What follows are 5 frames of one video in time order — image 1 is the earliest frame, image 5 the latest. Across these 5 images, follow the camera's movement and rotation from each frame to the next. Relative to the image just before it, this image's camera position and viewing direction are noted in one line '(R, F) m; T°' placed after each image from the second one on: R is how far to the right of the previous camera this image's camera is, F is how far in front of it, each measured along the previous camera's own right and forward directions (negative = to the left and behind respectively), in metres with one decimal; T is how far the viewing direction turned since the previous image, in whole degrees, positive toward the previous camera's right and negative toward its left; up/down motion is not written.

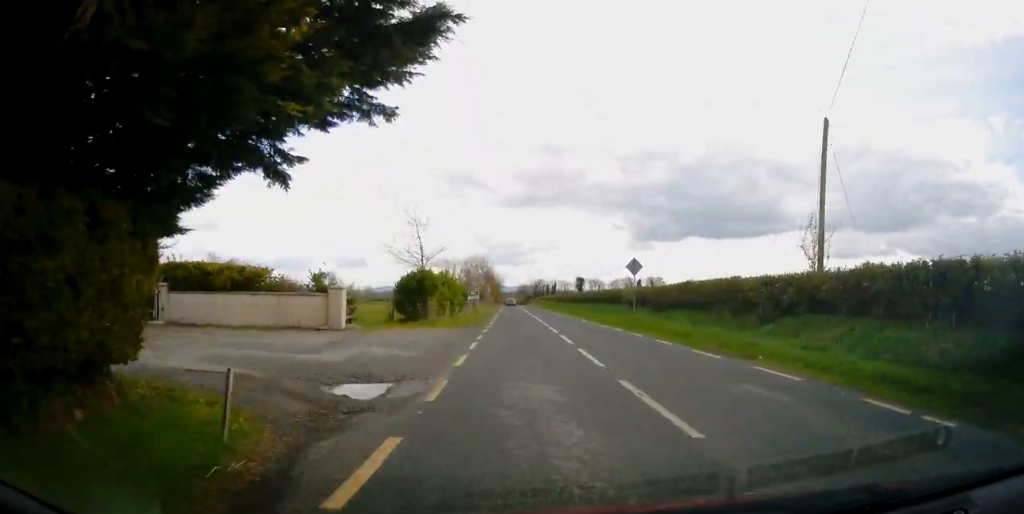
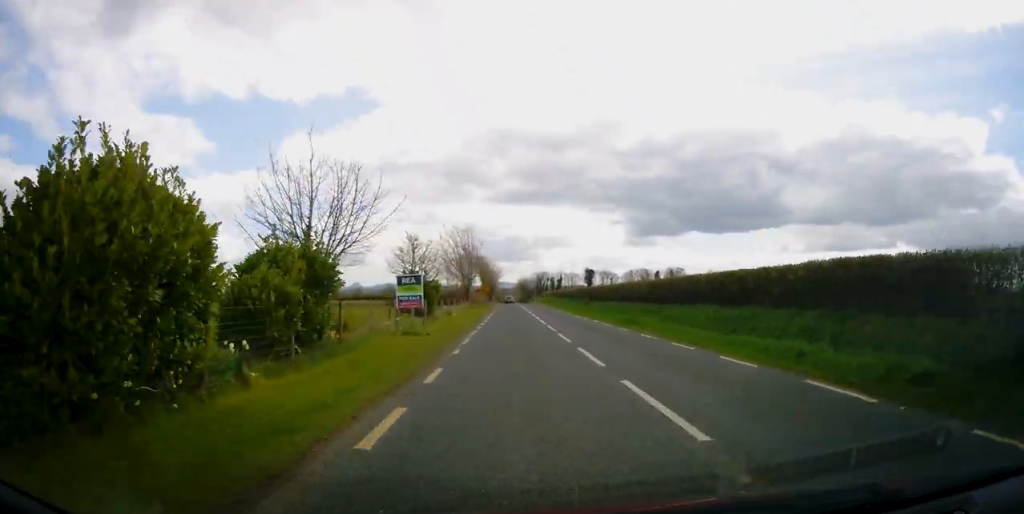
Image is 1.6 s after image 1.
(-0.5, +34.8) m; 0°
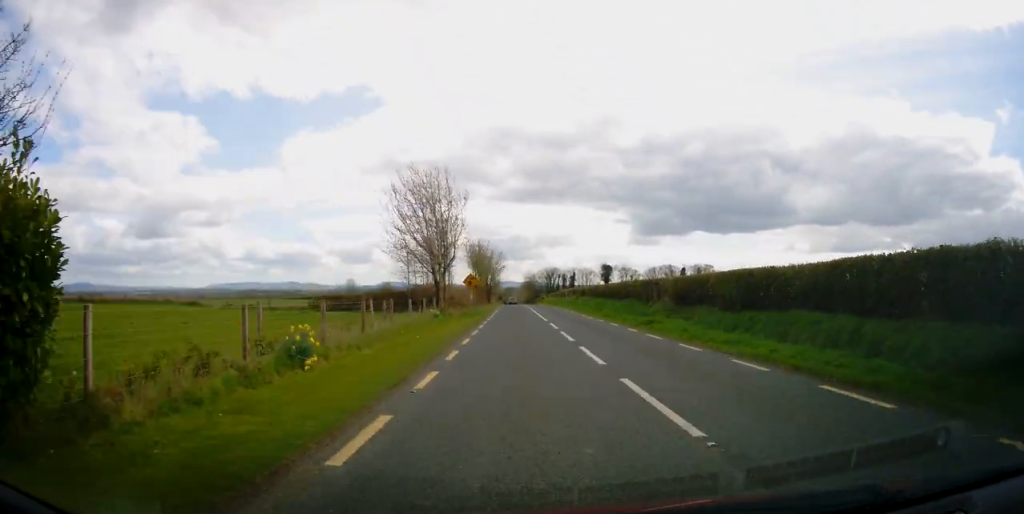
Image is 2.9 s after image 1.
(+0.1, +28.7) m; -1°
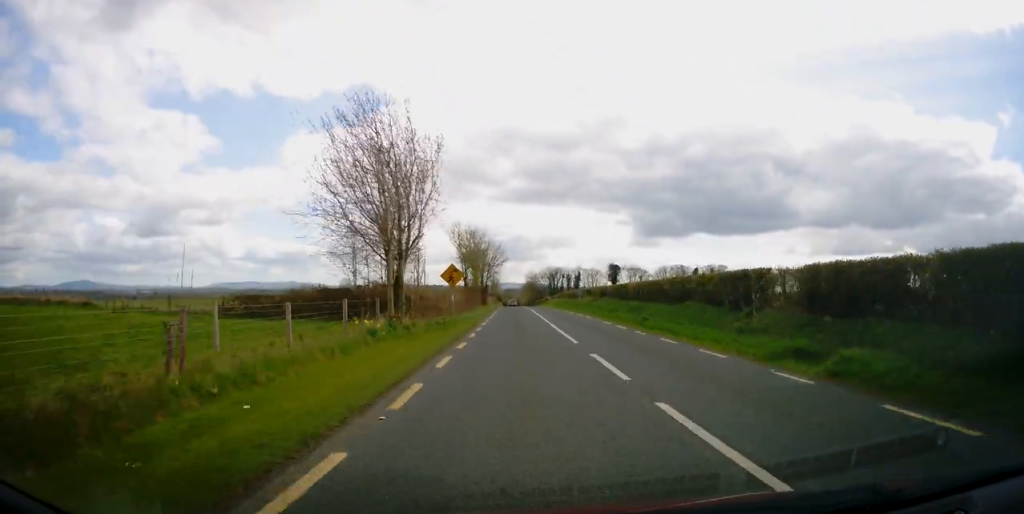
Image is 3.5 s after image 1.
(-0.1, +13.8) m; 0°
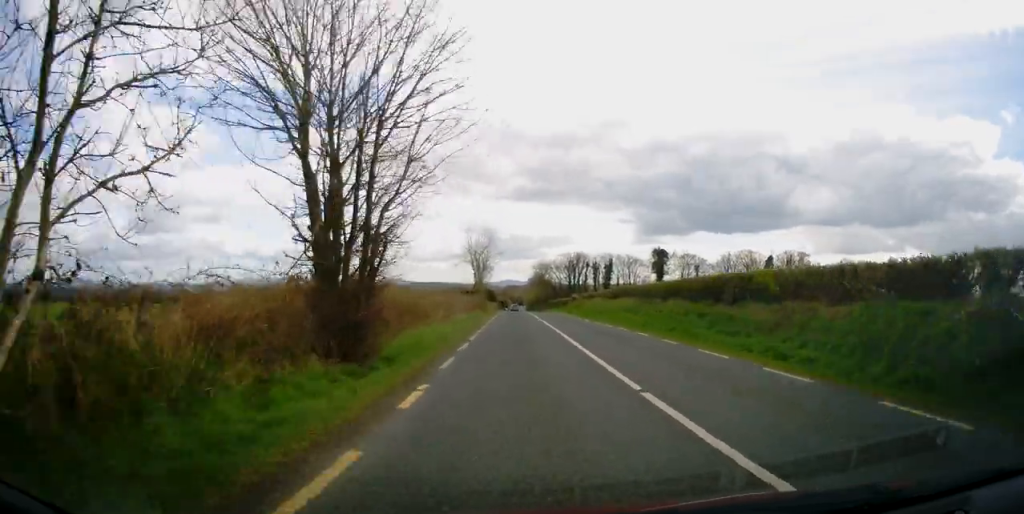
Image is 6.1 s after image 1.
(+0.3, +56.5) m; +1°
